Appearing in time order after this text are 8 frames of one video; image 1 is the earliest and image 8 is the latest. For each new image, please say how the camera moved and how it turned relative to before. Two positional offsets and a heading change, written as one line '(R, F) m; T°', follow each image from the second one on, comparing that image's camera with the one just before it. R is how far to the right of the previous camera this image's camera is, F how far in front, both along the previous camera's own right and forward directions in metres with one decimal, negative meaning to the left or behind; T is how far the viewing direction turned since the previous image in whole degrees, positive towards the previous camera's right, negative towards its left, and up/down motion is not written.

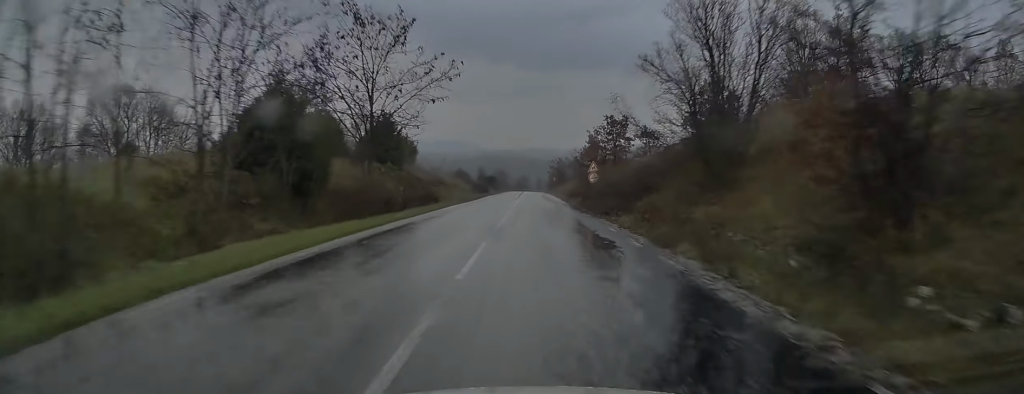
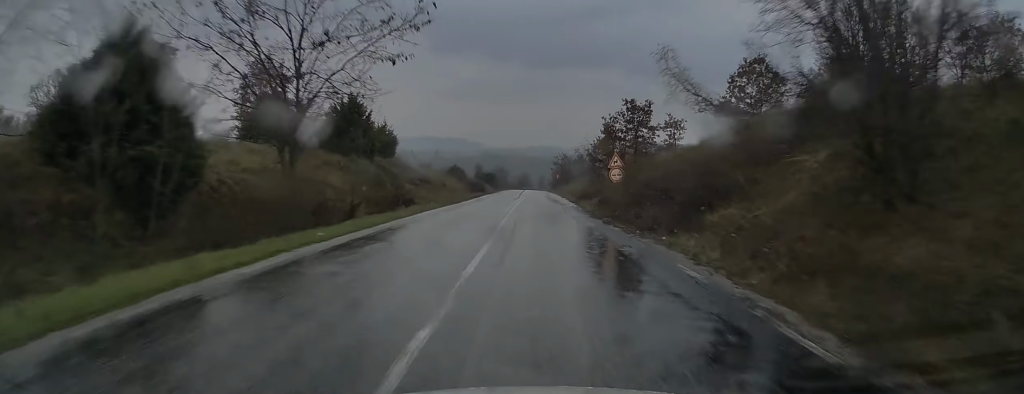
(+0.1, +8.8) m; 0°
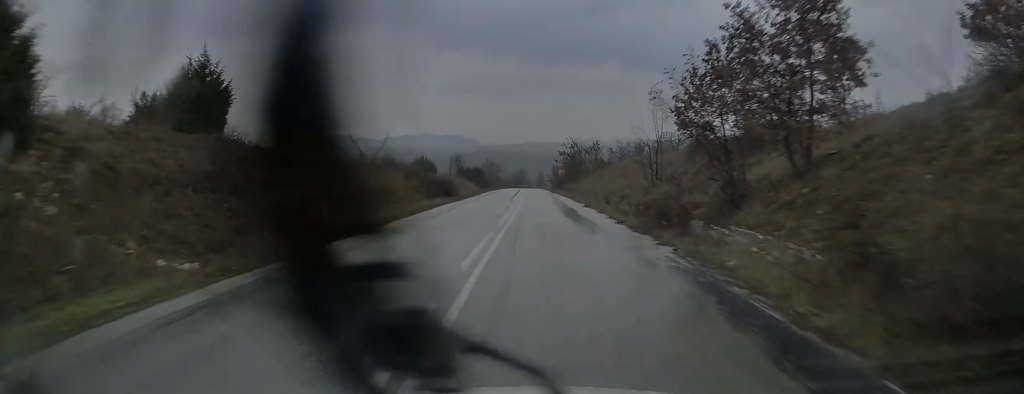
(-0.1, +25.1) m; 0°
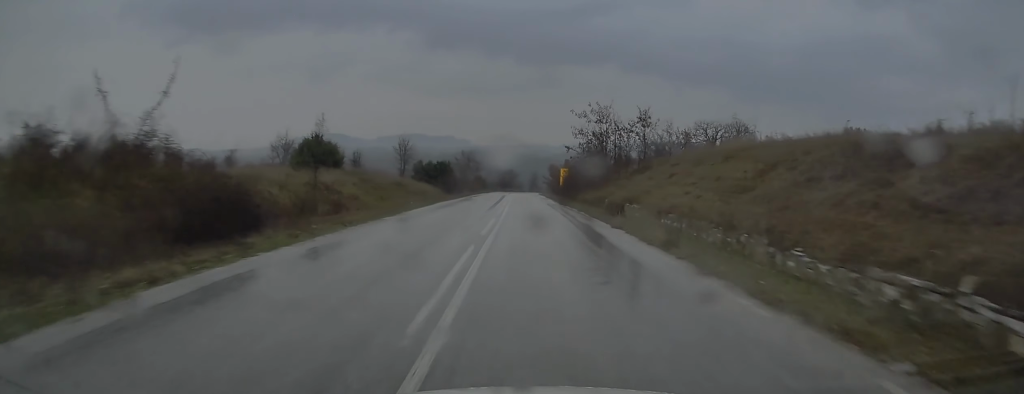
(+0.3, +30.9) m; +1°
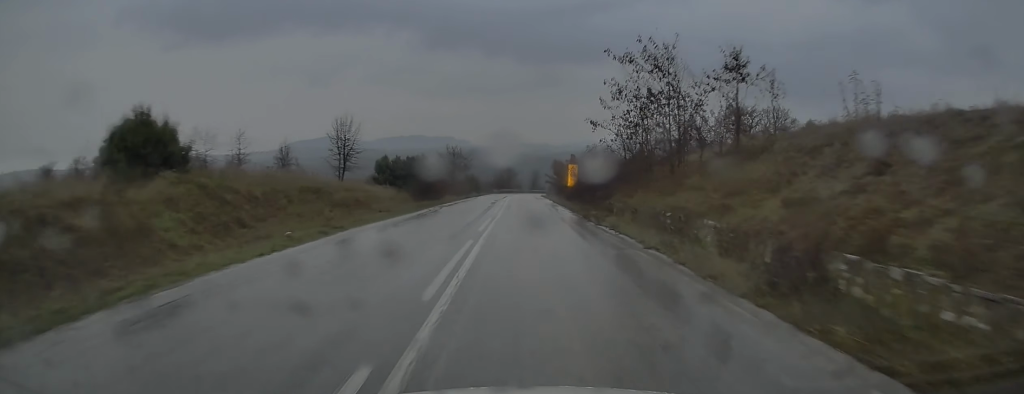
(0.0, +16.2) m; 0°
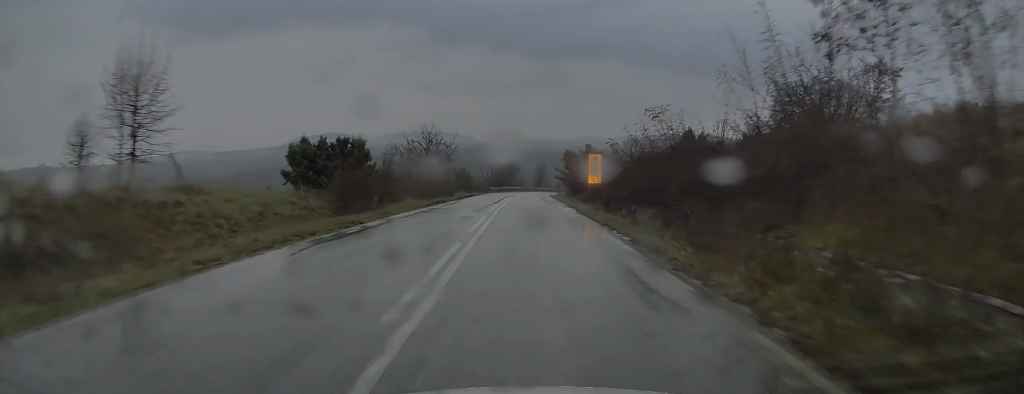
(-0.1, +19.0) m; 0°
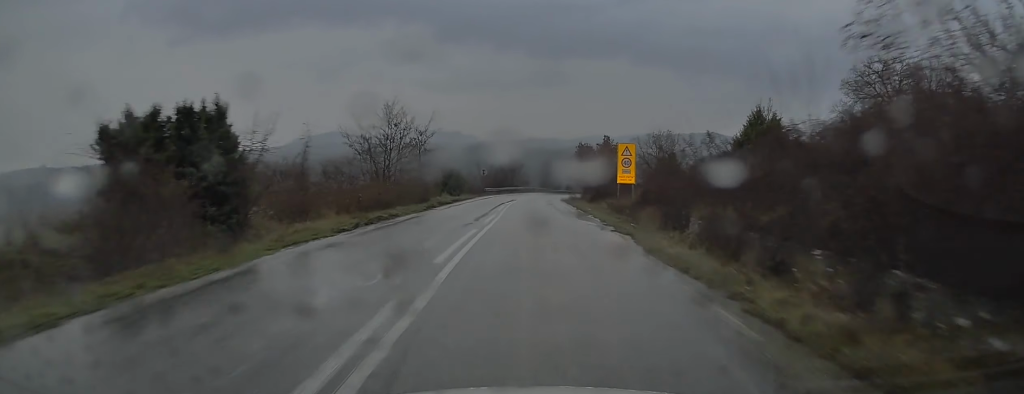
(+0.1, +14.7) m; 0°
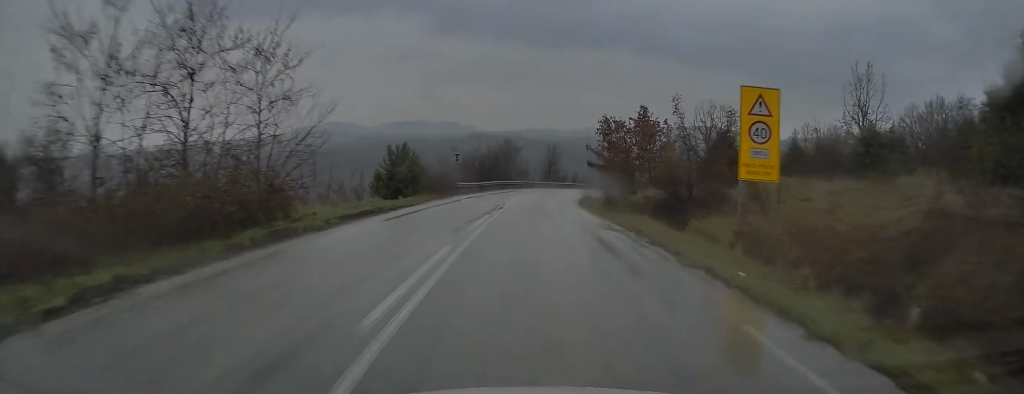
(-0.1, +22.7) m; 0°
